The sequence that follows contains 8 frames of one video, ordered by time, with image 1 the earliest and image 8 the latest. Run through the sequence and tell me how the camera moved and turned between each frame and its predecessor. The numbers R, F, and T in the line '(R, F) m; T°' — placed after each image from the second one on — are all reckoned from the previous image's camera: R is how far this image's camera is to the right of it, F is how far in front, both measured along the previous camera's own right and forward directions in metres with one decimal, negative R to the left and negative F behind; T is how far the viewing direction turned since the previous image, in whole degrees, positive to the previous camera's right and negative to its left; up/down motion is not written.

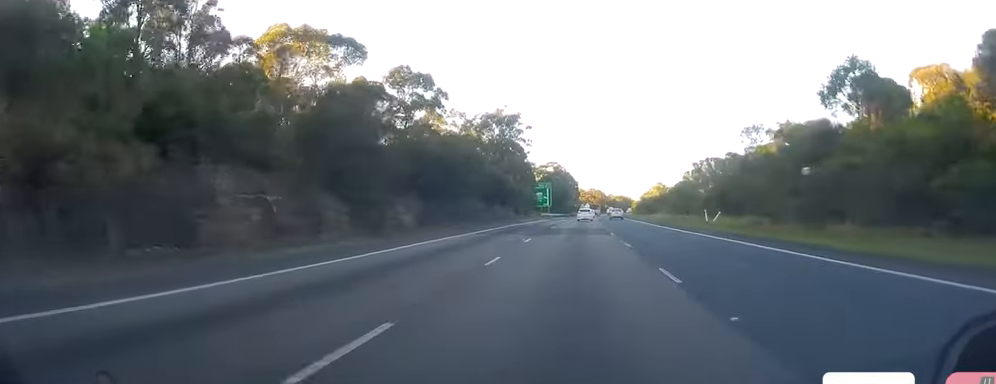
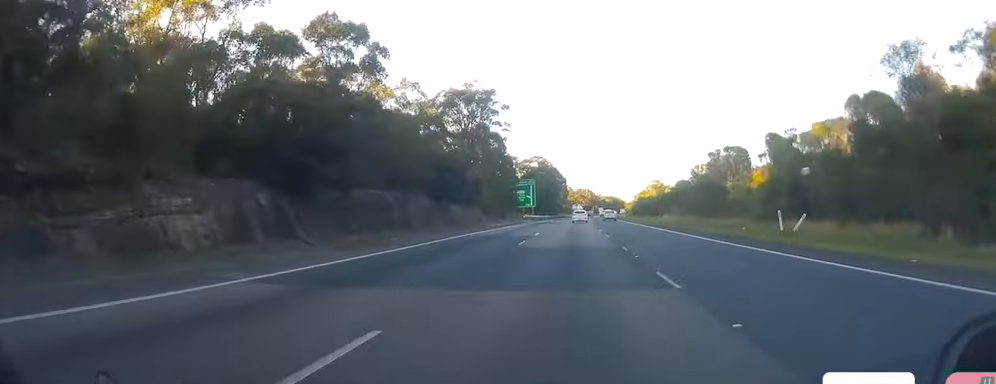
(+0.5, +24.4) m; +1°
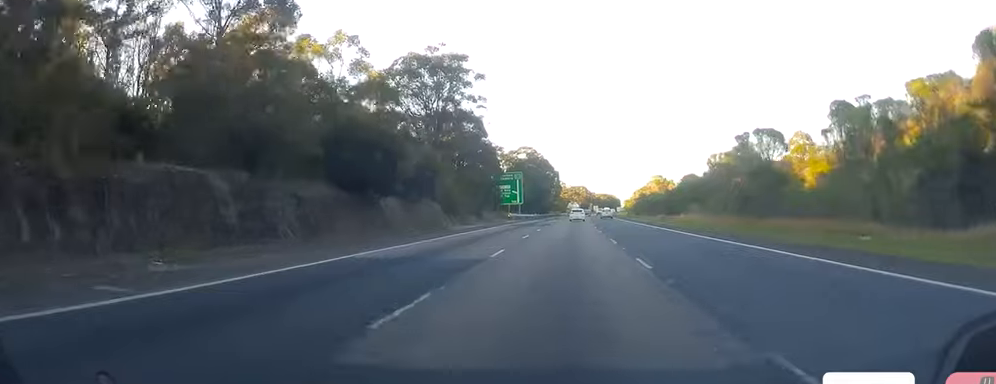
(+0.2, +20.7) m; 0°
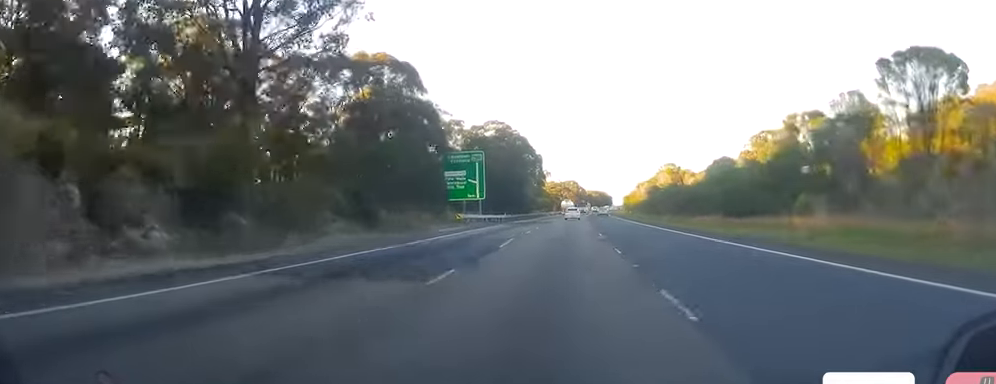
(0.0, +43.4) m; +1°
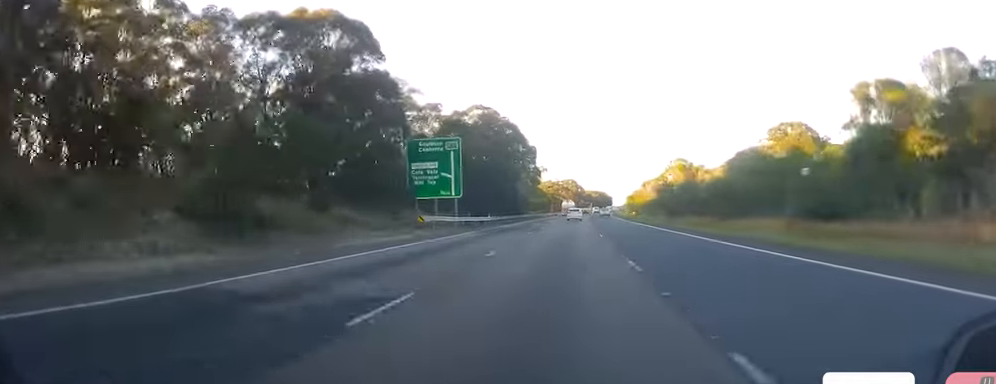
(+0.4, +16.9) m; 0°
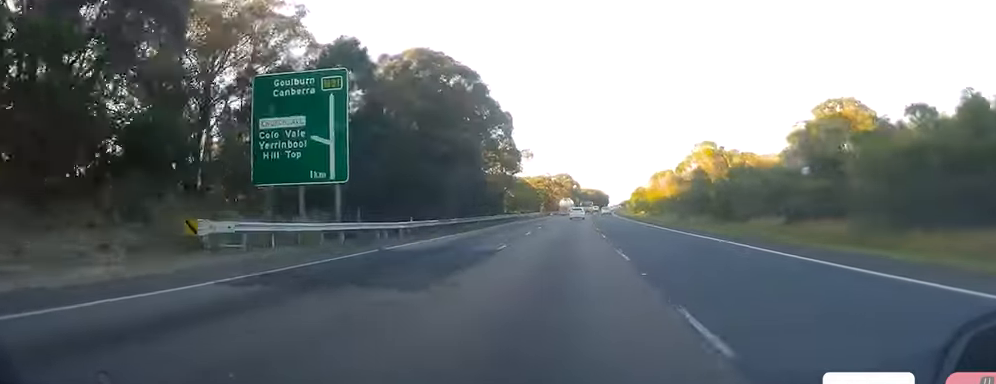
(-0.6, +32.9) m; 0°
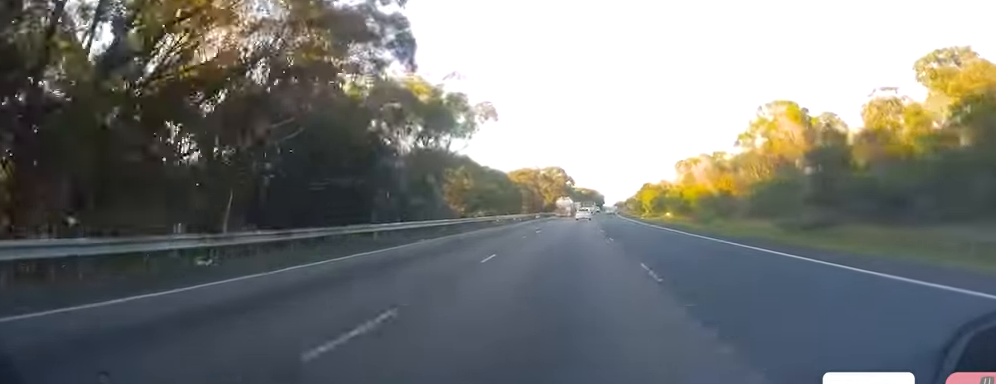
(+1.1, +41.4) m; +2°
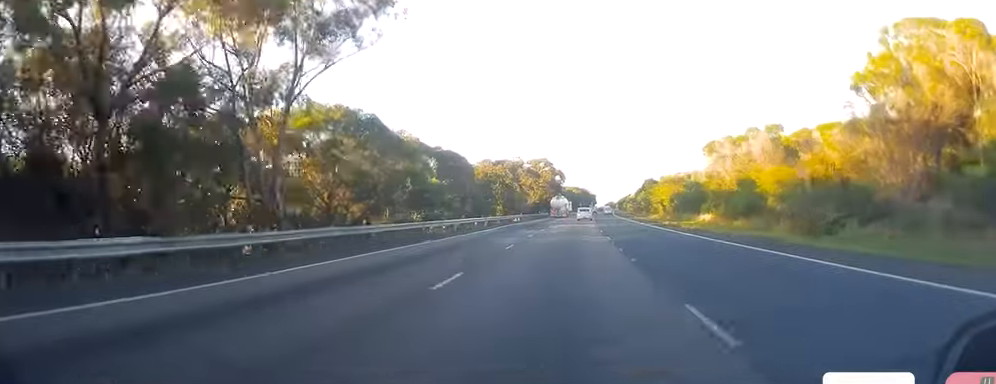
(0.0, +30.1) m; 0°
